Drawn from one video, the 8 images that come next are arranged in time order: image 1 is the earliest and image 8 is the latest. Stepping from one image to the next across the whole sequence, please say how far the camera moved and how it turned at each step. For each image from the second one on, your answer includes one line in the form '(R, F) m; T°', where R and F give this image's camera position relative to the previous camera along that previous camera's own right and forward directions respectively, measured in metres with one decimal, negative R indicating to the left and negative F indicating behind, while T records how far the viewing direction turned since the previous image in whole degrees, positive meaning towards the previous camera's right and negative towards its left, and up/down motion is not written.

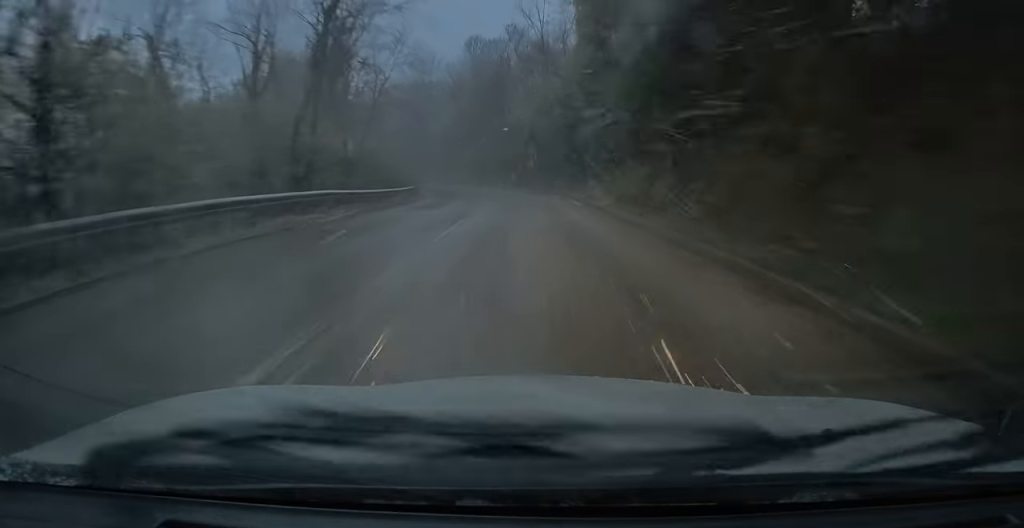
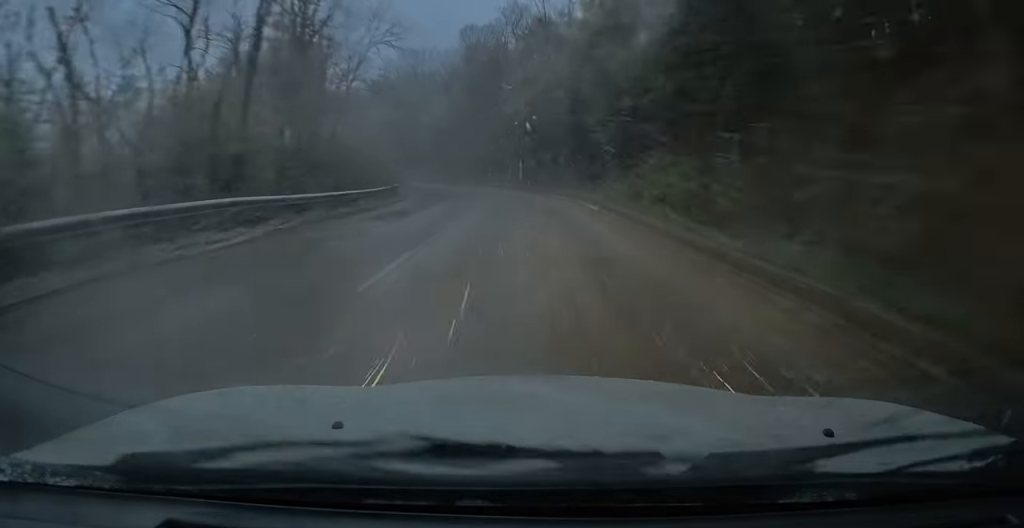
(-0.1, +6.4) m; -2°
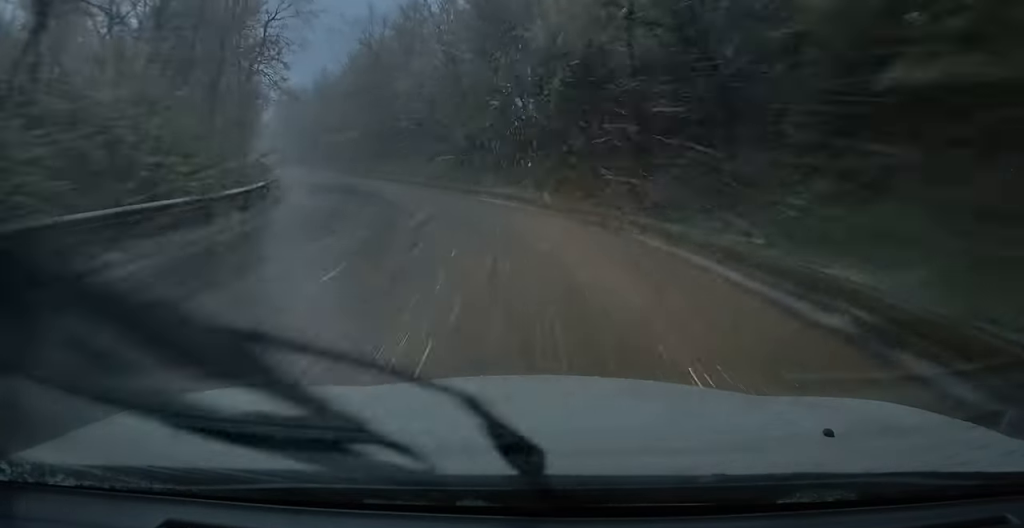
(-1.8, +25.6) m; -10°
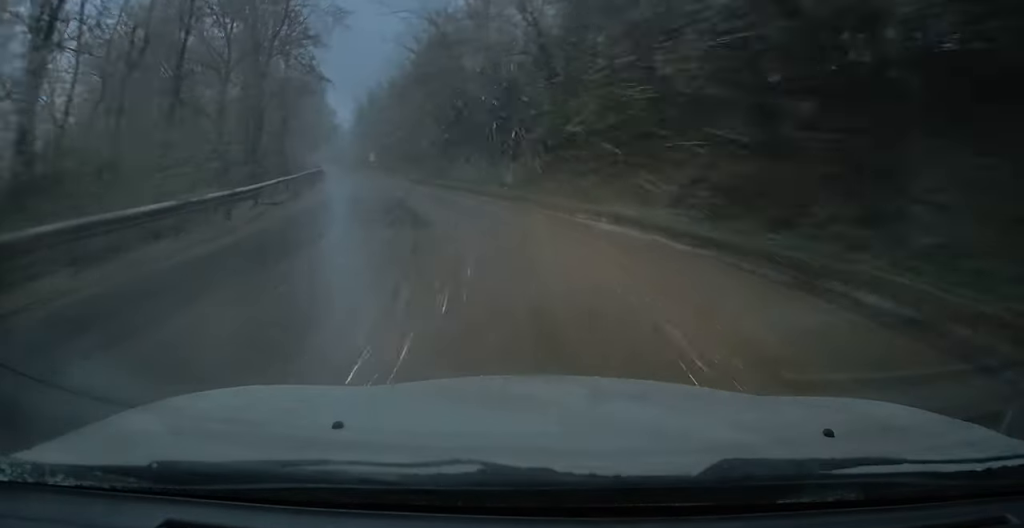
(-0.3, +10.3) m; -6°
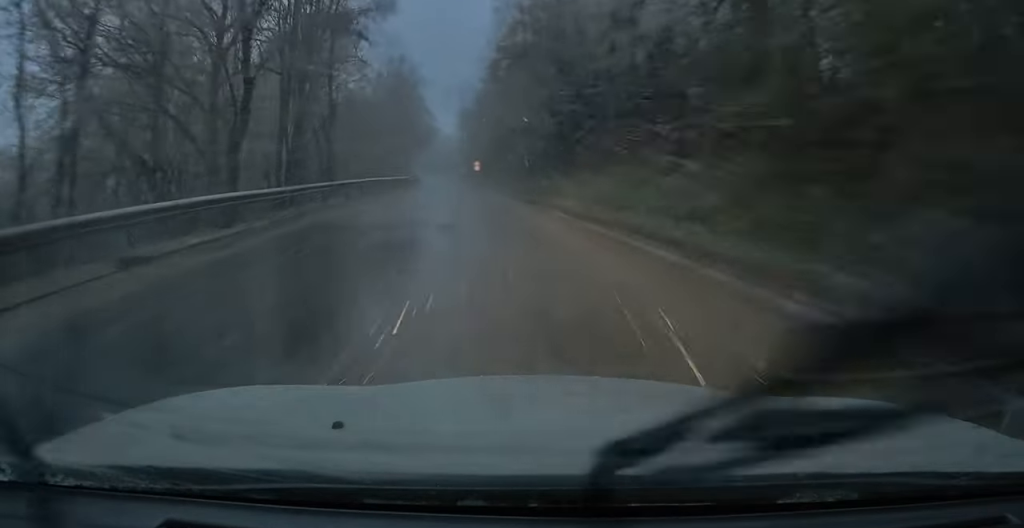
(-0.9, +13.6) m; -8°
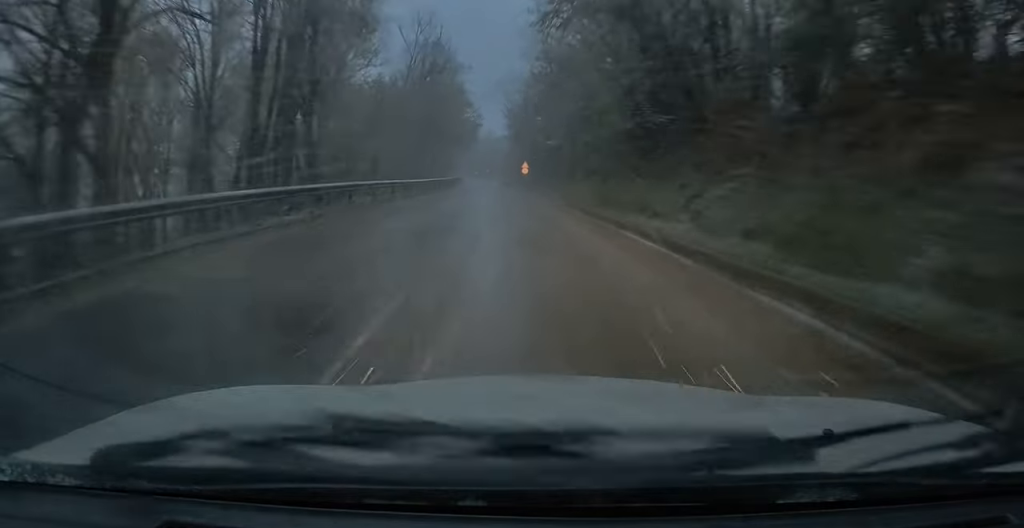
(-0.6, +9.8) m; -3°
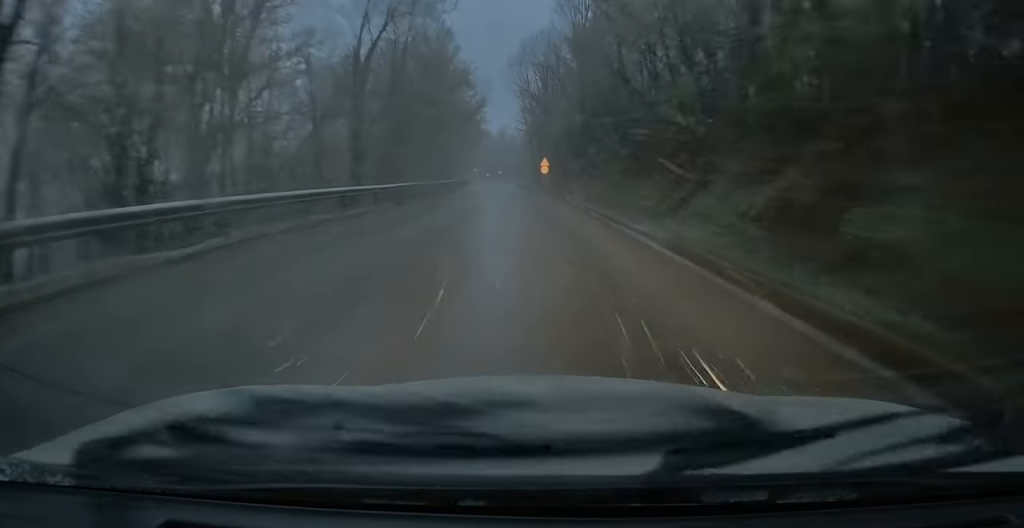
(-0.7, +20.8) m; -3°
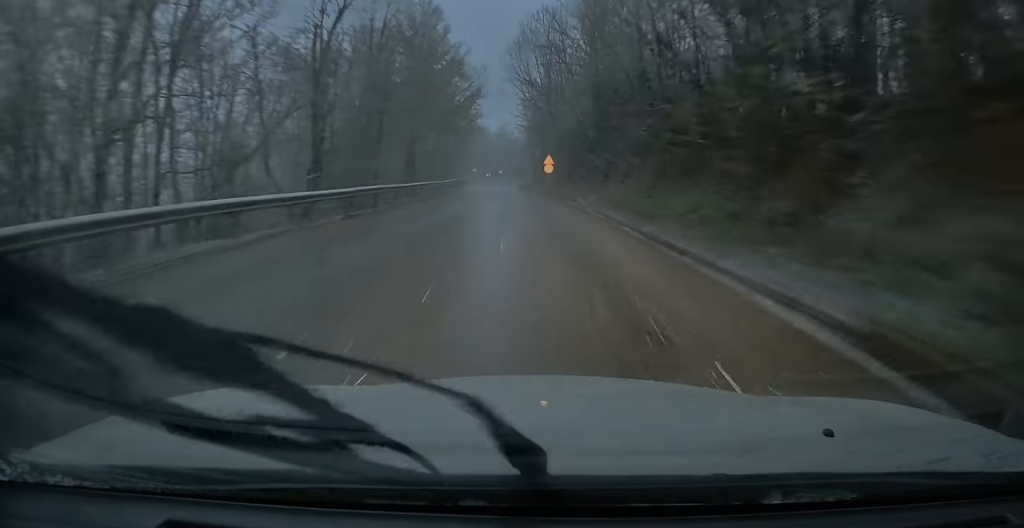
(-0.1, +7.2) m; 0°
